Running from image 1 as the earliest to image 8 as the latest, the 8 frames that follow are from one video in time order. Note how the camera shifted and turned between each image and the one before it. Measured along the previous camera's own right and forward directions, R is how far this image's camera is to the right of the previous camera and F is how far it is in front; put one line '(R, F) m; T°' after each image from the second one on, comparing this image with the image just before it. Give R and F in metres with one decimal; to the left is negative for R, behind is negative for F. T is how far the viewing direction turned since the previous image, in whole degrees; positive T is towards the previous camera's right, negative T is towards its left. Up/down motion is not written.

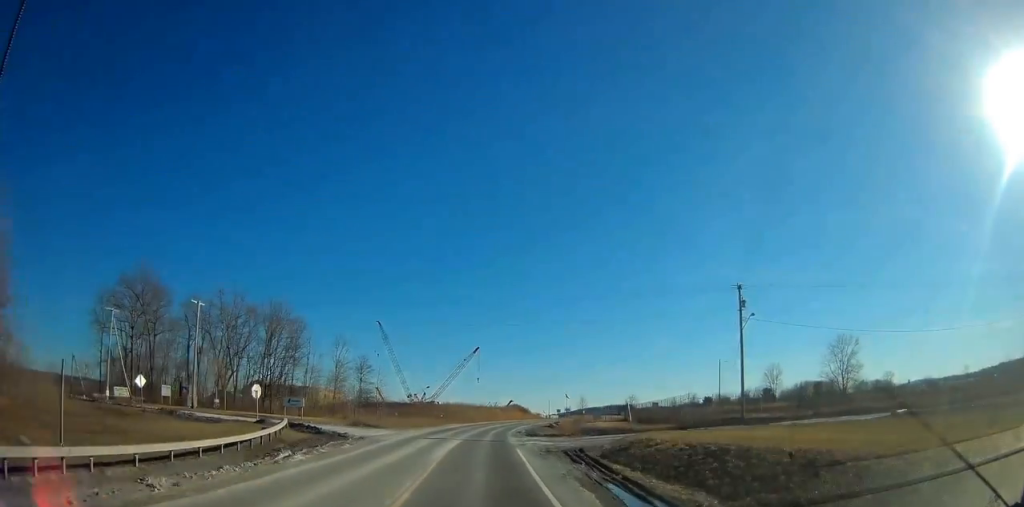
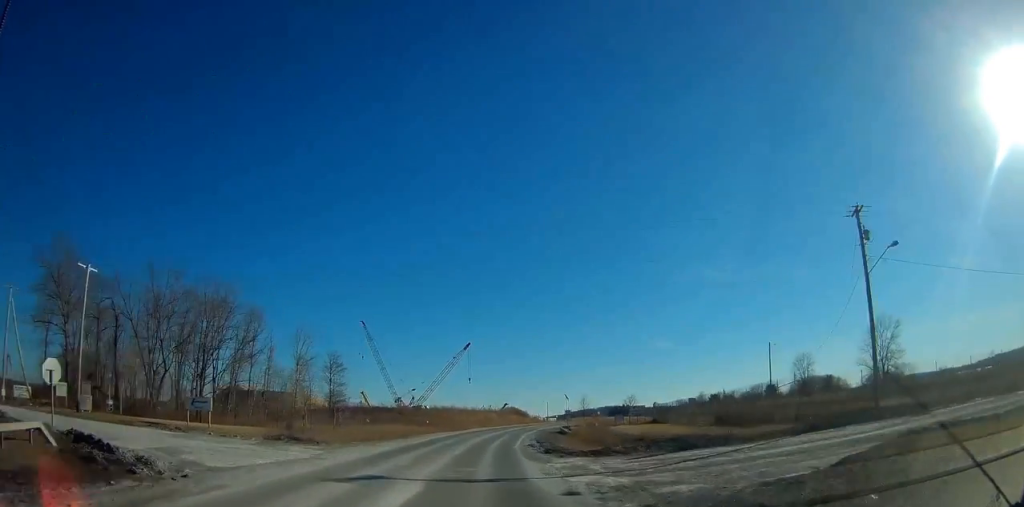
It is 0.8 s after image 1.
(+0.2, +20.0) m; +1°
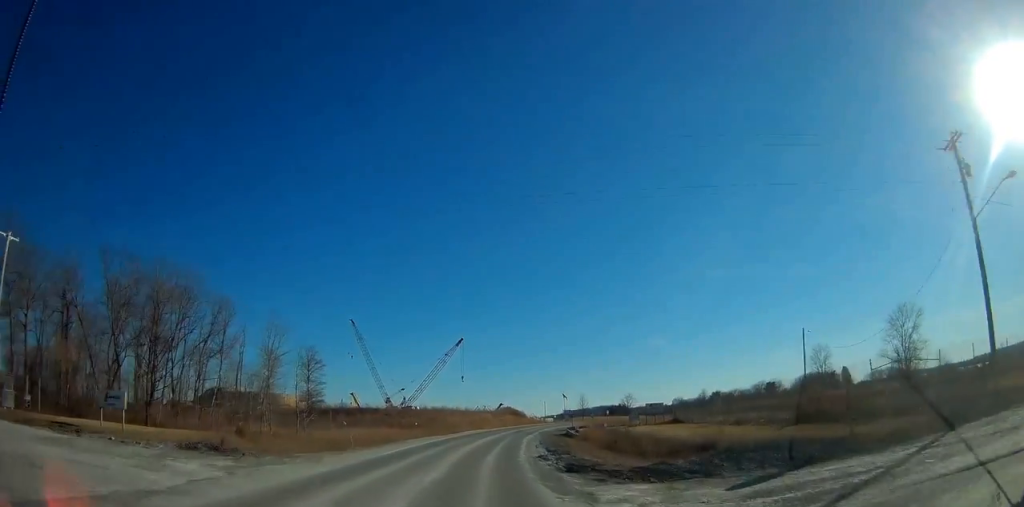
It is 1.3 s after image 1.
(0.0, +10.4) m; +1°
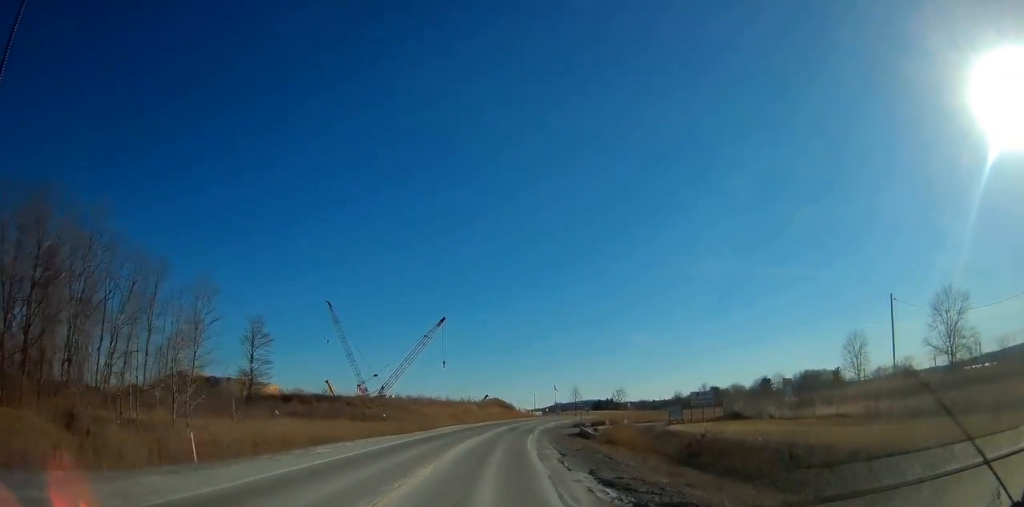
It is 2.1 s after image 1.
(+0.2, +19.0) m; +1°
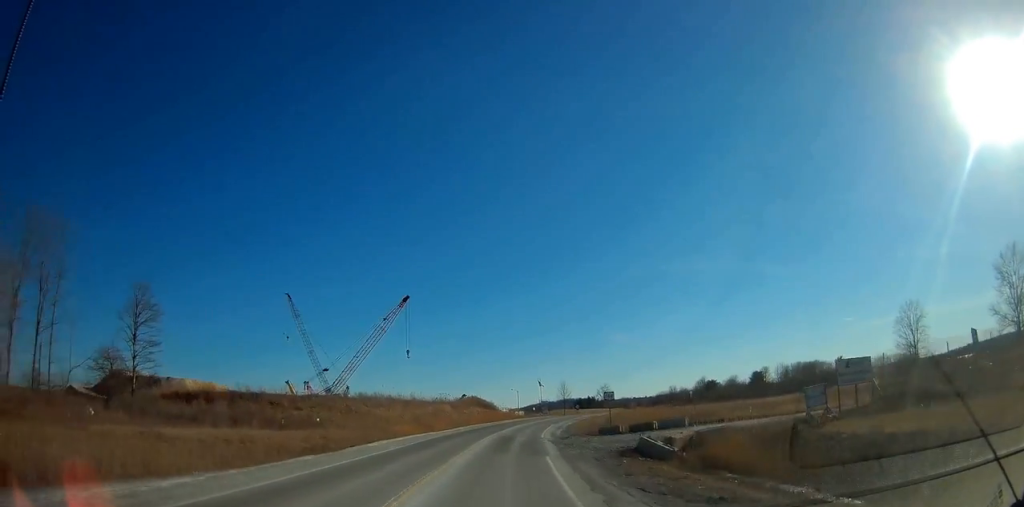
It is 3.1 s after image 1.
(+0.4, +24.4) m; +2°
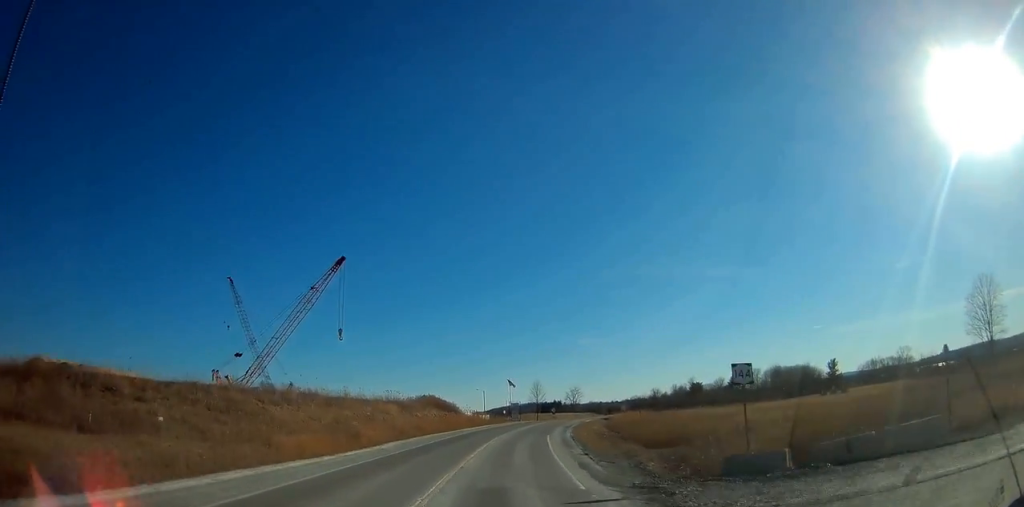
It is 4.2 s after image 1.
(+0.4, +25.8) m; +3°
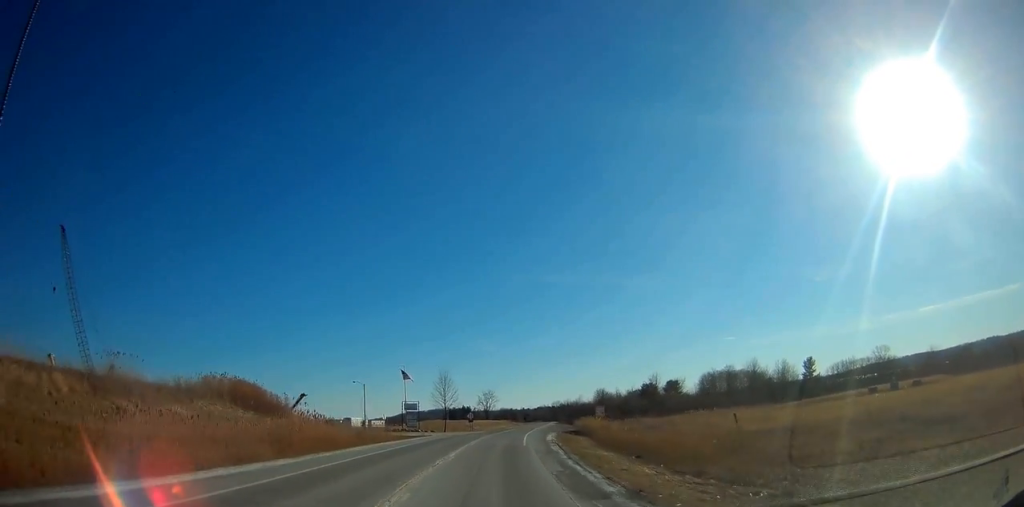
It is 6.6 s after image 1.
(+4.7, +56.1) m; +9°
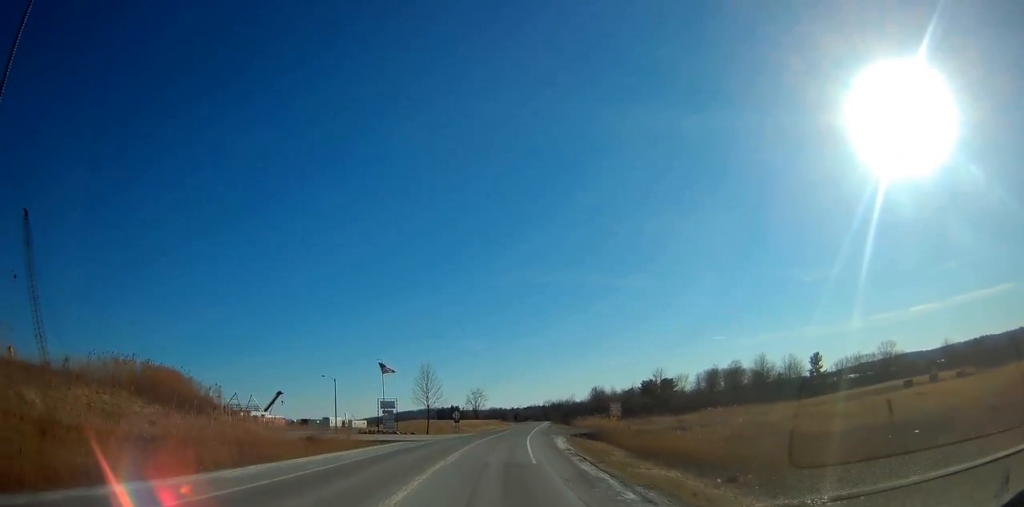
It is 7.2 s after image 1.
(+0.3, +13.9) m; +2°
